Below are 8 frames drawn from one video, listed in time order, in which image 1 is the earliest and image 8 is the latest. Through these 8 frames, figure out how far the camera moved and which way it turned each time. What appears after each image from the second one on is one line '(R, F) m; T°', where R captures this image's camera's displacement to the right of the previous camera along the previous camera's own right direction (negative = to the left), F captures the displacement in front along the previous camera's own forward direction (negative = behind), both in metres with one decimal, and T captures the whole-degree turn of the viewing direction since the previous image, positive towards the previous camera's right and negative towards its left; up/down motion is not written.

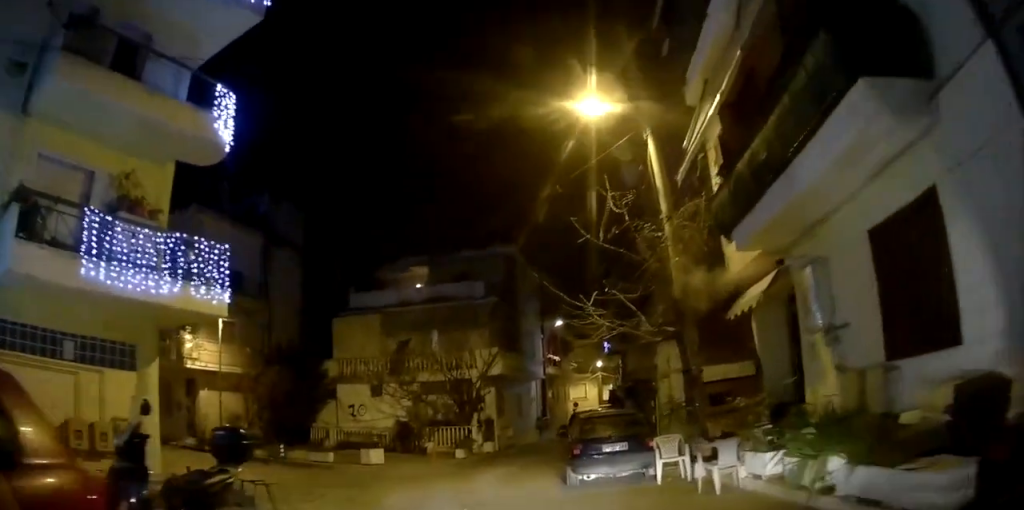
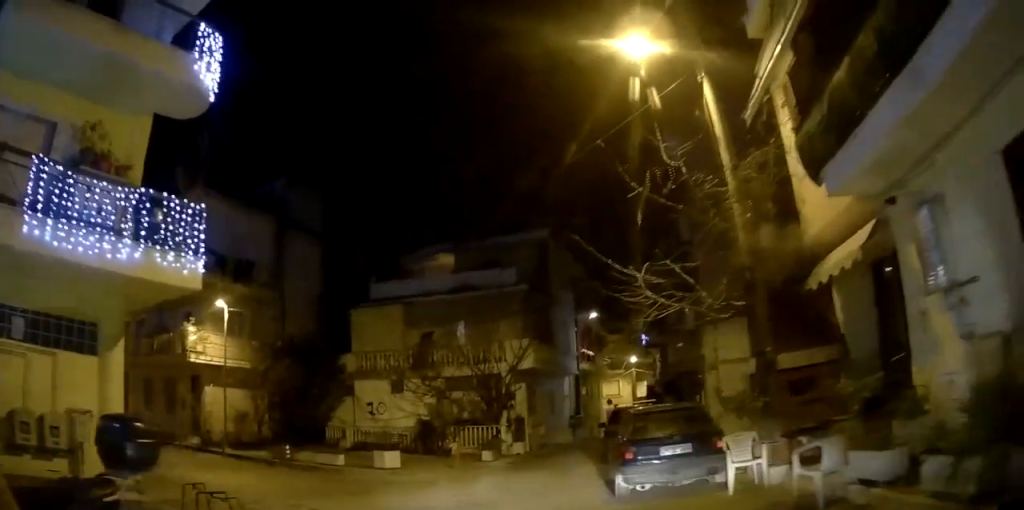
(+0.3, +2.2) m; -4°
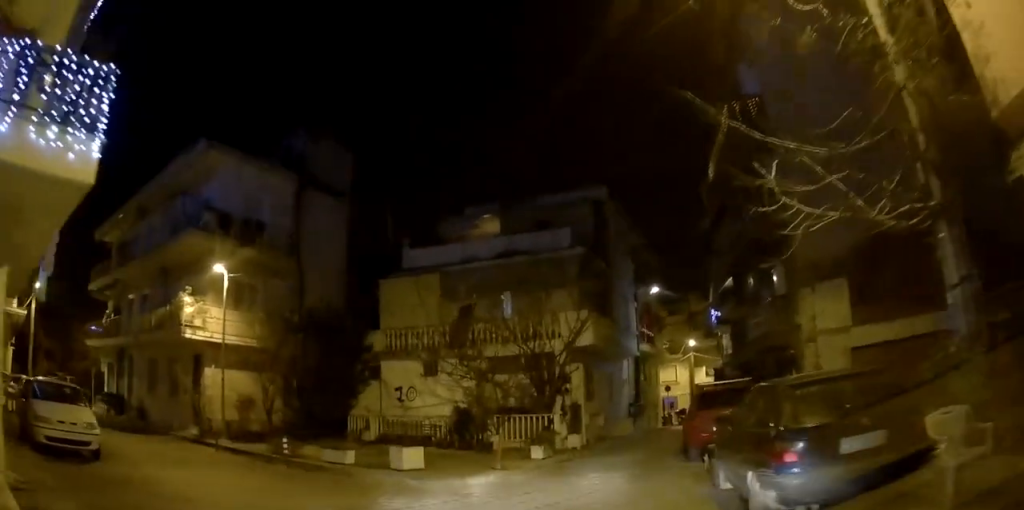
(-0.7, +3.7) m; -7°
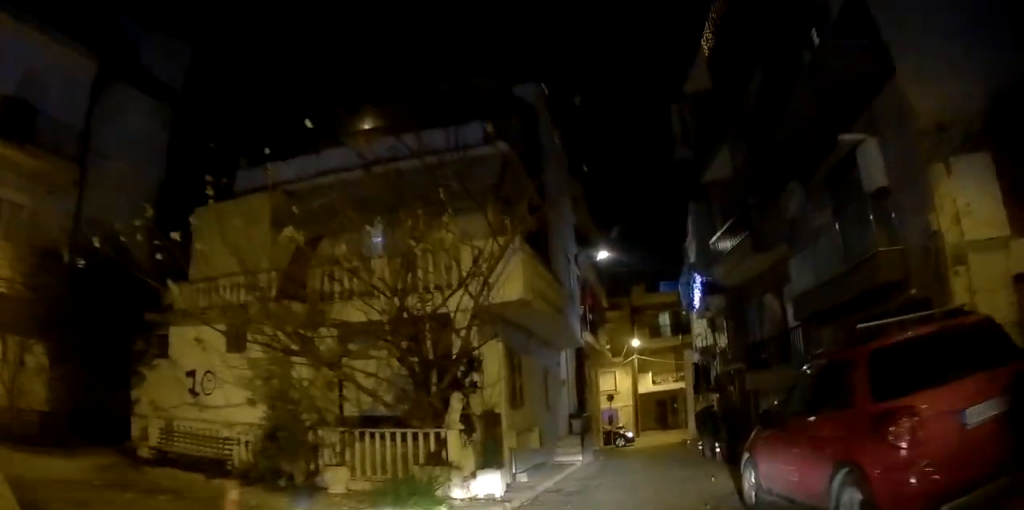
(+0.2, +9.0) m; +6°
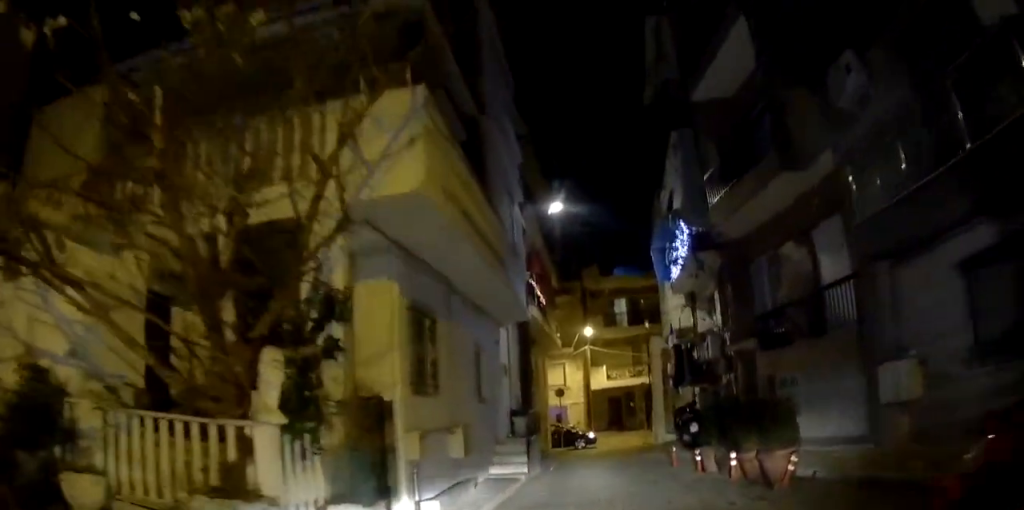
(+0.3, +4.0) m; -4°
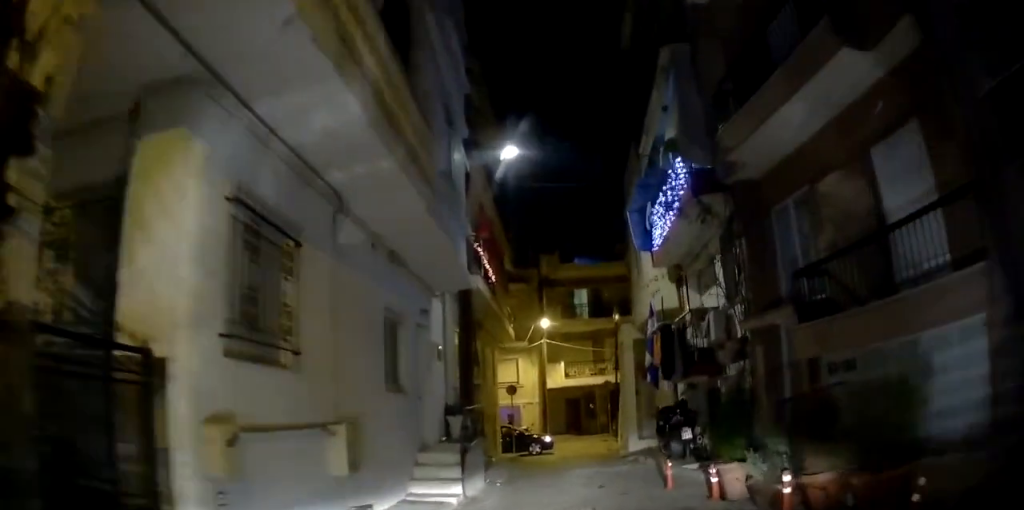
(-0.5, +3.0) m; -4°
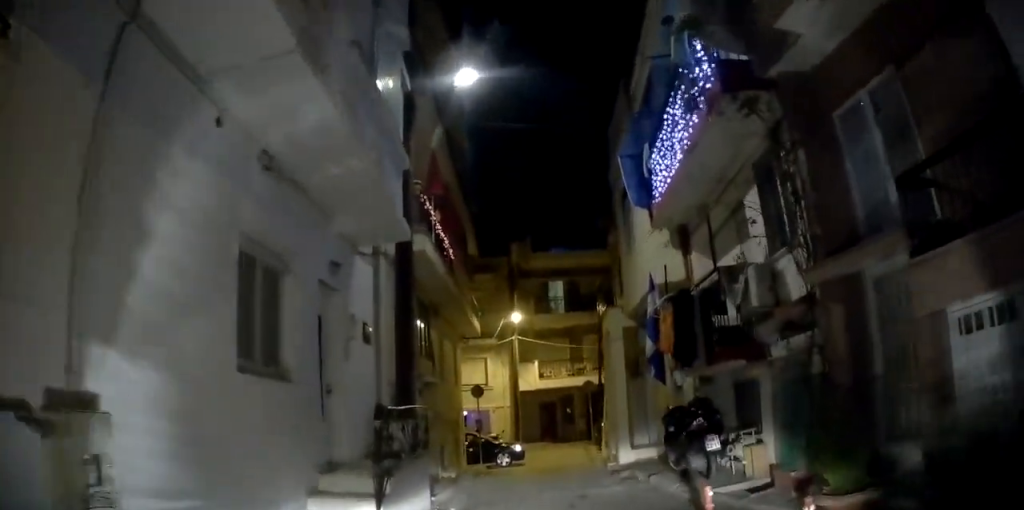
(0.0, +2.9) m; +4°
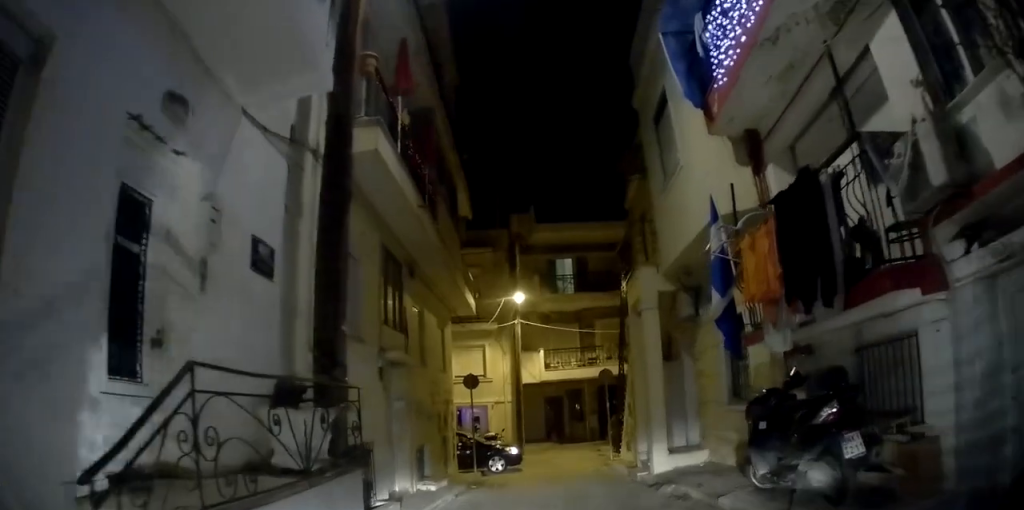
(+0.2, +3.4) m; +4°
